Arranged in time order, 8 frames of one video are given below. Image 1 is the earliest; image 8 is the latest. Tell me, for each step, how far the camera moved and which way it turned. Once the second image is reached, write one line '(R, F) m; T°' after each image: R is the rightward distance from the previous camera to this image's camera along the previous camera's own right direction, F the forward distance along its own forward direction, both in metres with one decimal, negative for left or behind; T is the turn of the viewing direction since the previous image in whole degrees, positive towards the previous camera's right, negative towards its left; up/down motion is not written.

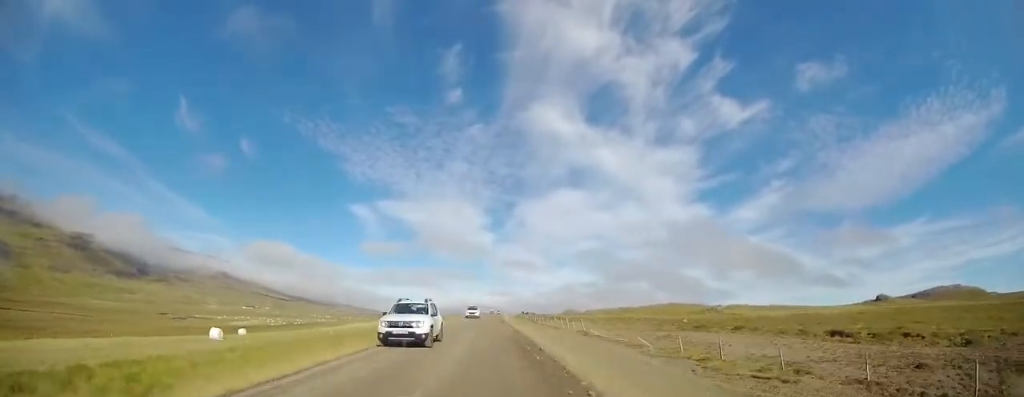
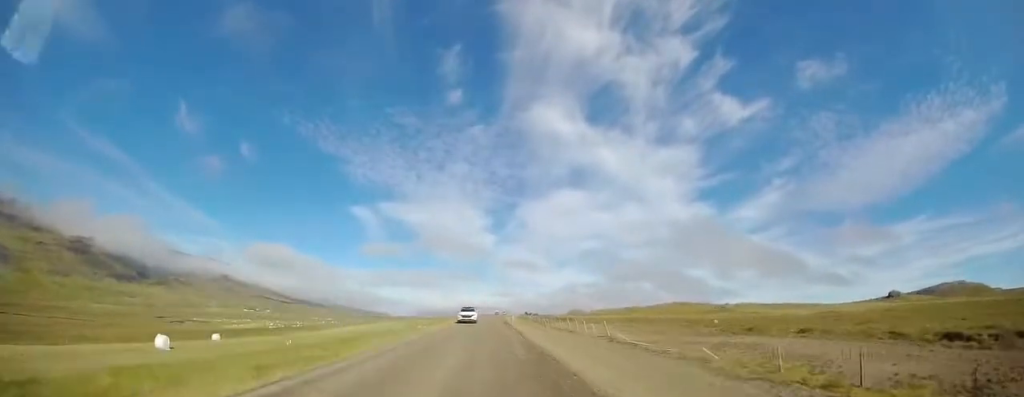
(-0.1, +9.6) m; 0°
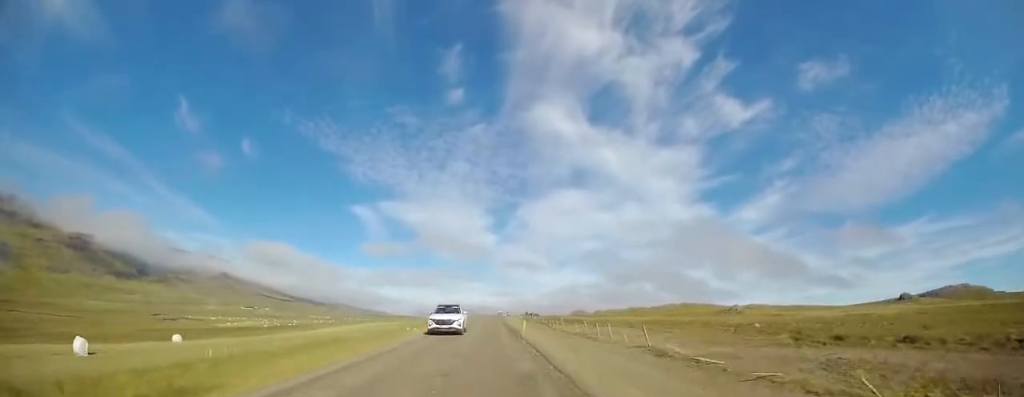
(-0.1, +10.6) m; -1°
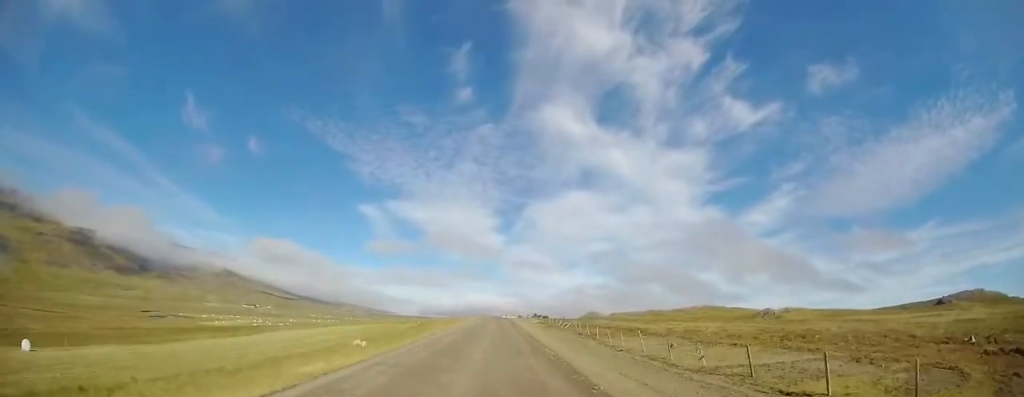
(-0.8, +31.2) m; -2°
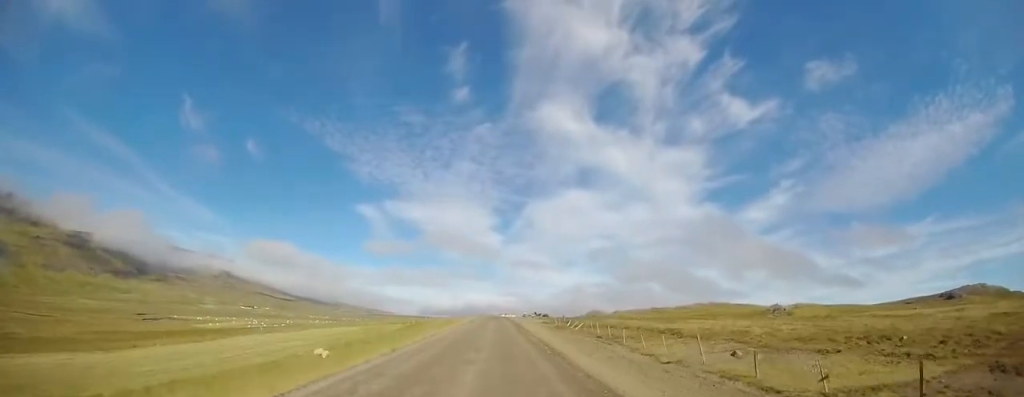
(0.0, +9.6) m; 0°
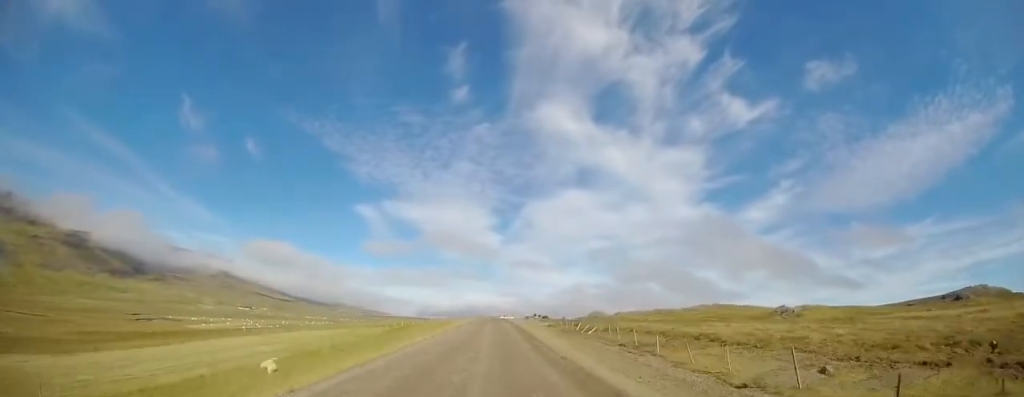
(0.0, +7.9) m; 0°
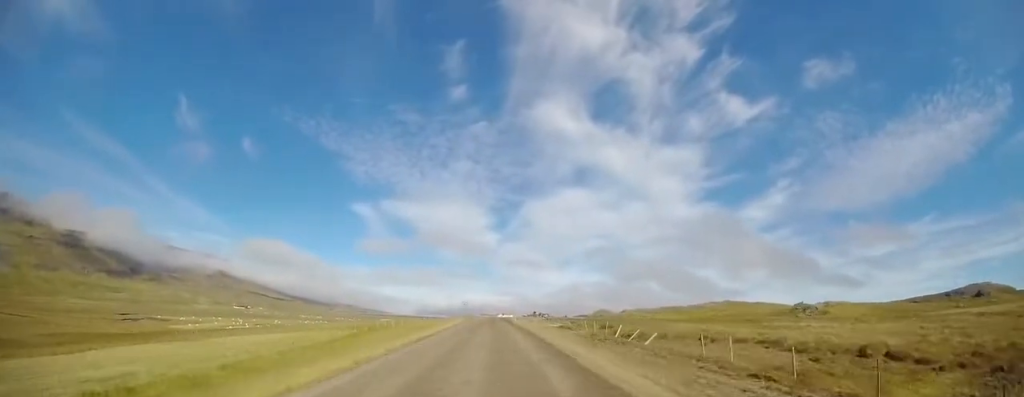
(0.0, +18.3) m; +1°
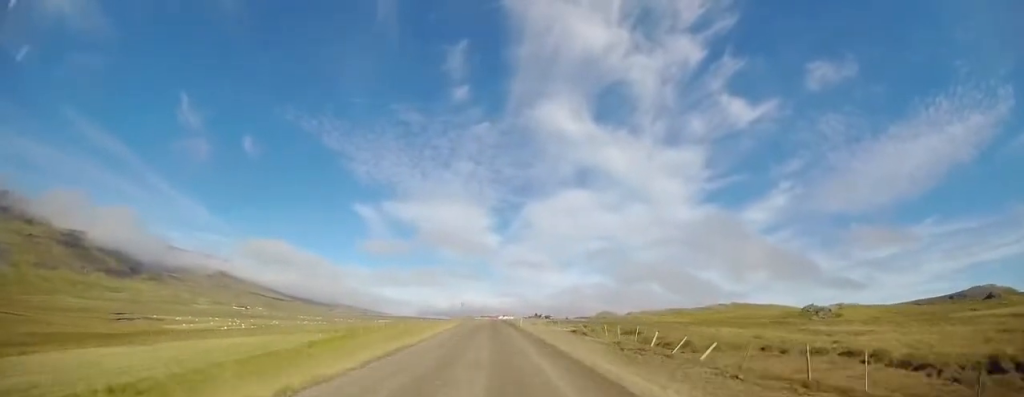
(+0.1, +8.3) m; 0°
